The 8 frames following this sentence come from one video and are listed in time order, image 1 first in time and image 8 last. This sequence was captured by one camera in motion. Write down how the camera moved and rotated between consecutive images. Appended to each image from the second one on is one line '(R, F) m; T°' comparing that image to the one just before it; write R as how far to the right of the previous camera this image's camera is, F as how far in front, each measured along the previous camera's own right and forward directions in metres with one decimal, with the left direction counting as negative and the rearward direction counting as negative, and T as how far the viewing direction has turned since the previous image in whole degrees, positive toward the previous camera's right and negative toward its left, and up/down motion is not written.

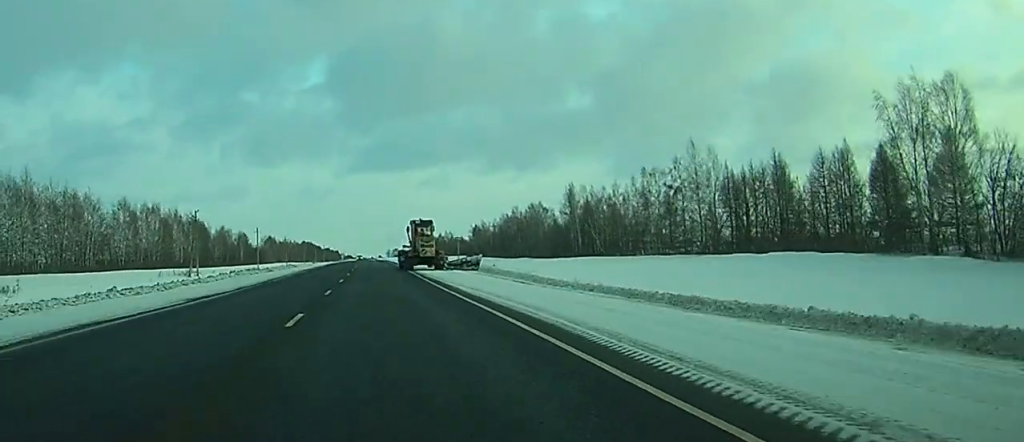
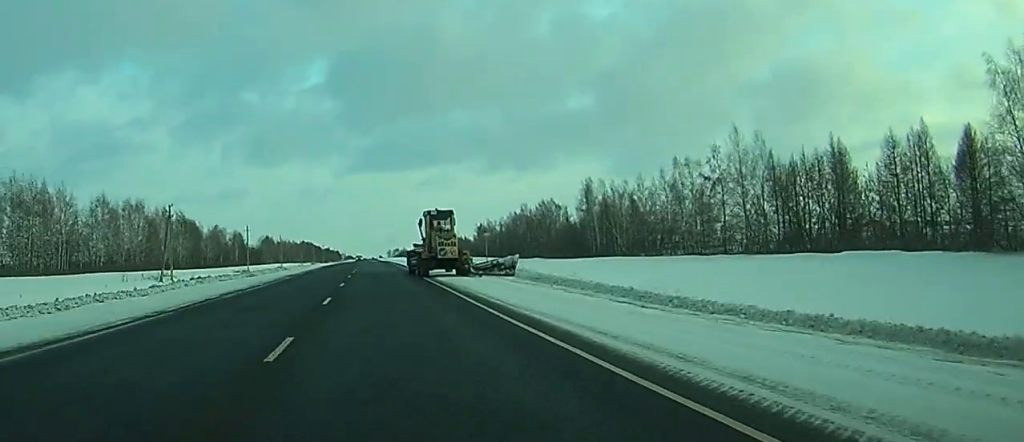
(0.0, +15.9) m; 0°
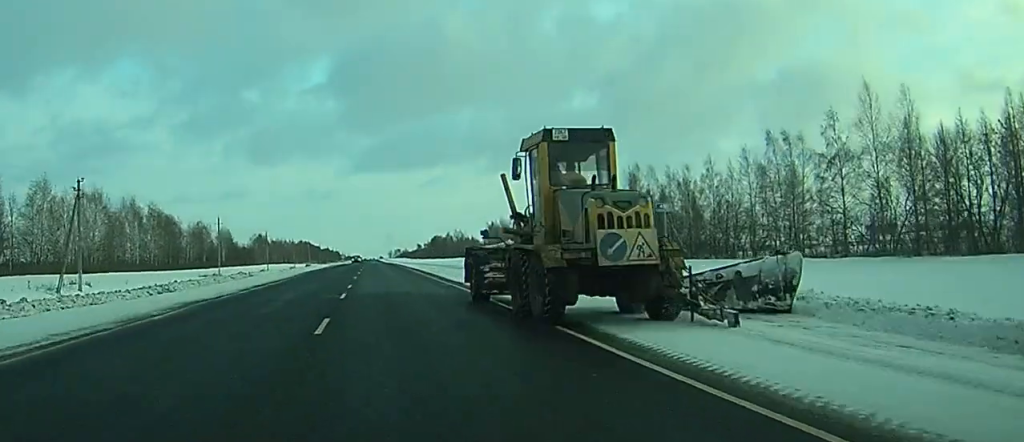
(-0.1, +32.8) m; 0°
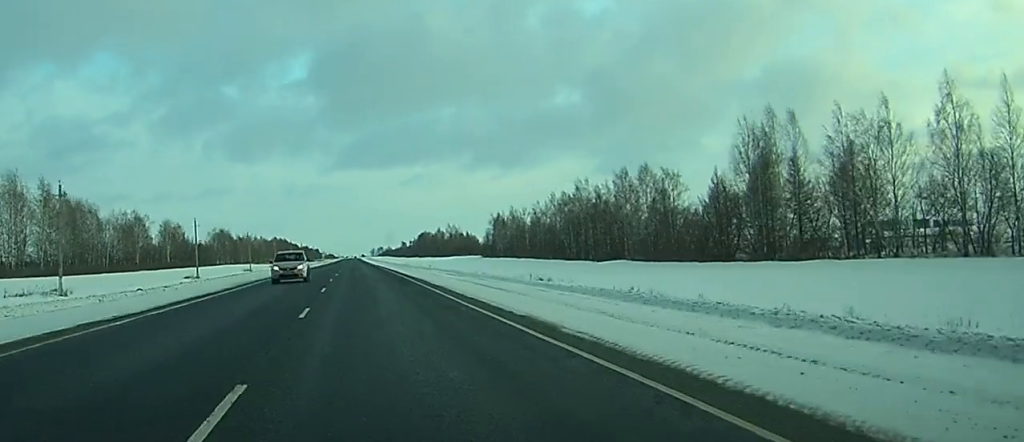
(+0.1, +61.1) m; 0°
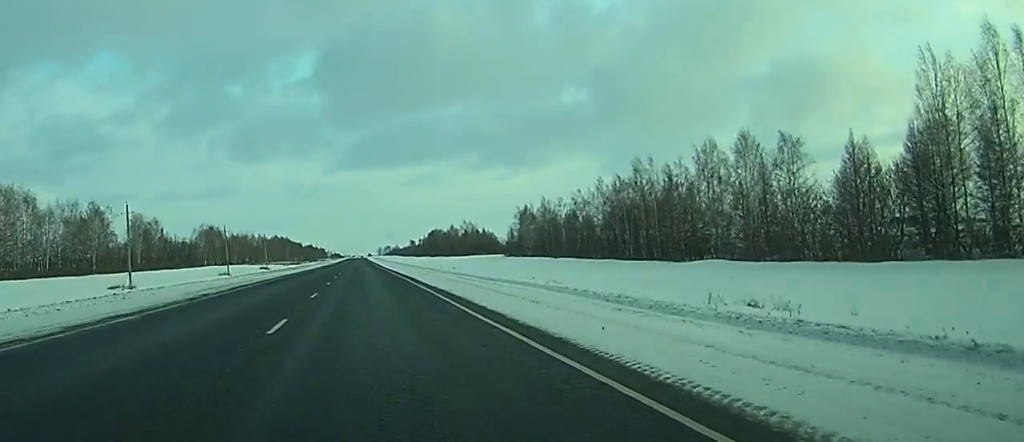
(+0.1, +39.2) m; 0°
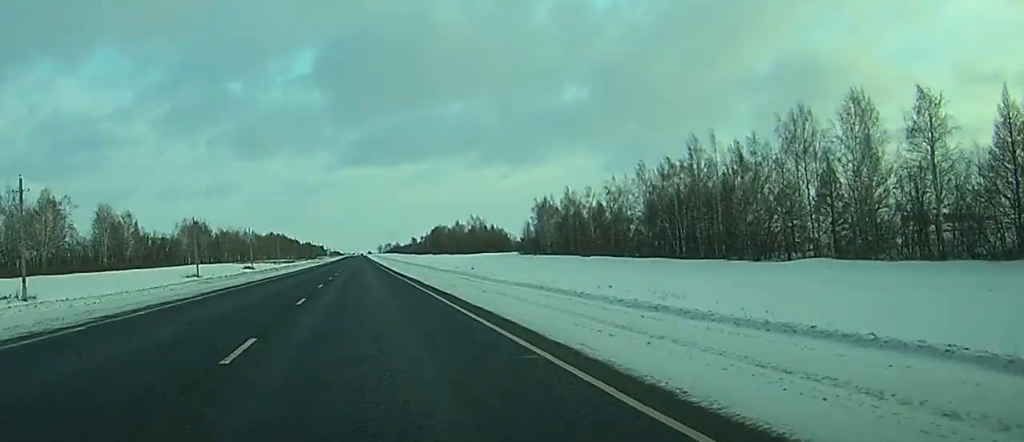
(0.0, +27.7) m; 0°
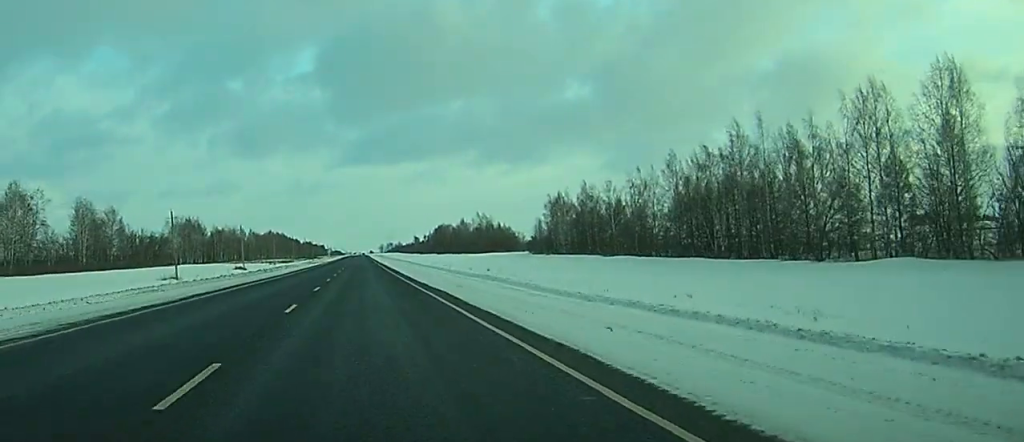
(0.0, +15.0) m; 0°
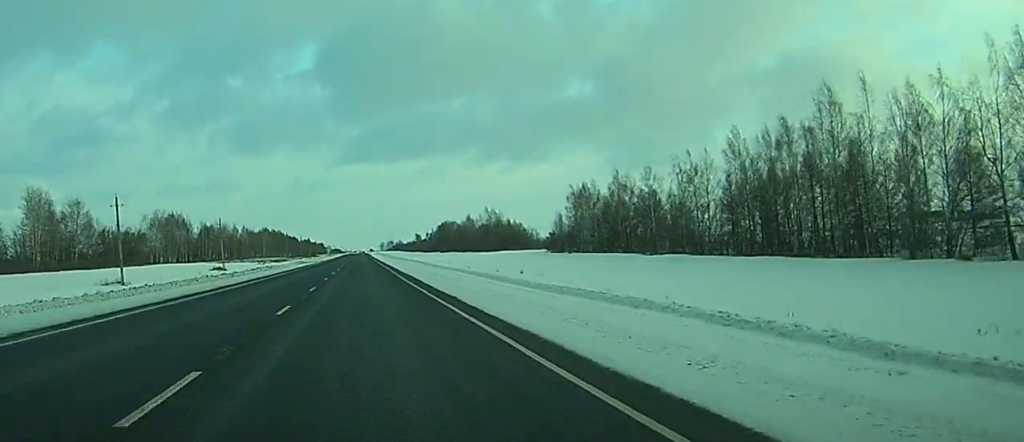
(0.0, +24.7) m; 0°
